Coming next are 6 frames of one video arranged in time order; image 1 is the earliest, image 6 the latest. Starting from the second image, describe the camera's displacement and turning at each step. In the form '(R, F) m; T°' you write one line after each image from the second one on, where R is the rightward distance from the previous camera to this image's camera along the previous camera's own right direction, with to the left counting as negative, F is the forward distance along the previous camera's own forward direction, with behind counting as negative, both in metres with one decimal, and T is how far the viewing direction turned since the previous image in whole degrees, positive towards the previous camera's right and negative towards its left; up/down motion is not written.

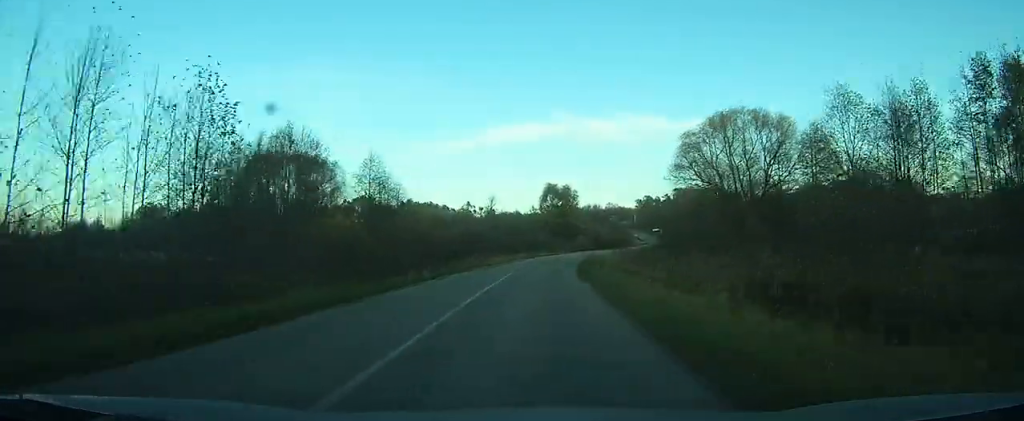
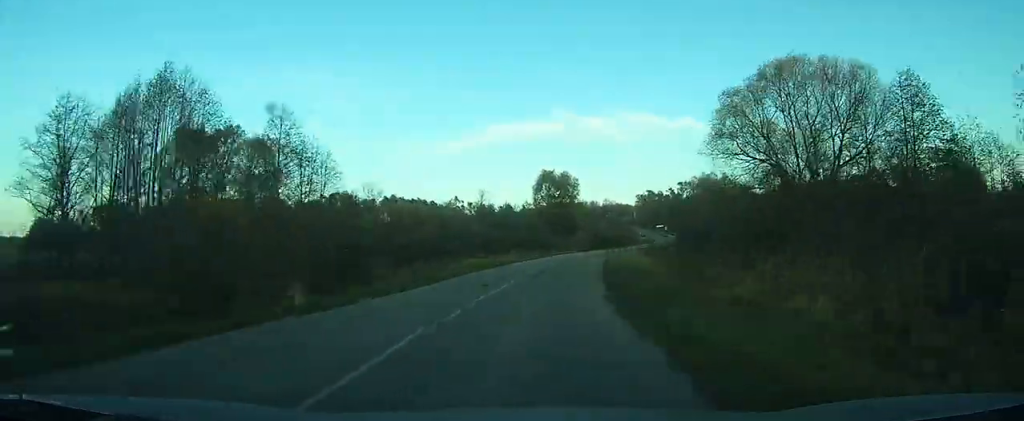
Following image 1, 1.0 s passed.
(0.0, +20.1) m; +2°
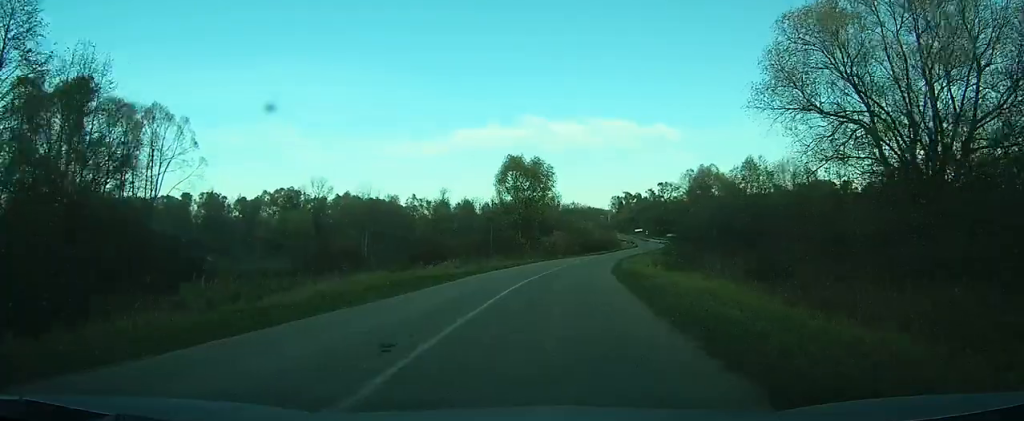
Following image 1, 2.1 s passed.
(+0.5, +21.9) m; +4°
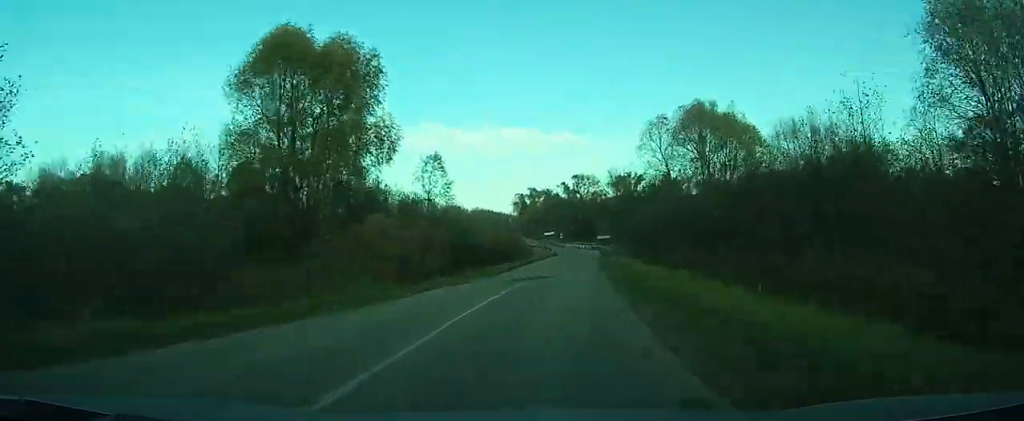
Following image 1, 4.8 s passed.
(+3.7, +50.3) m; +8°
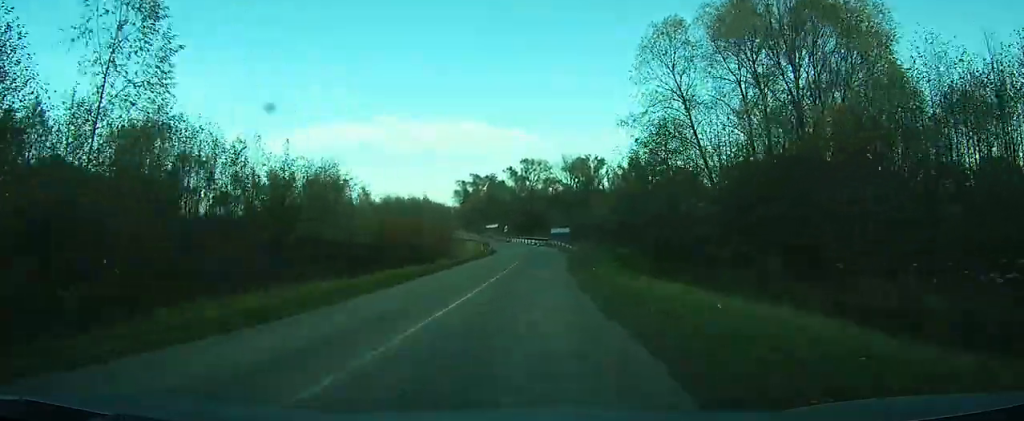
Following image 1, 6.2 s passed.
(+0.9, +28.0) m; -2°
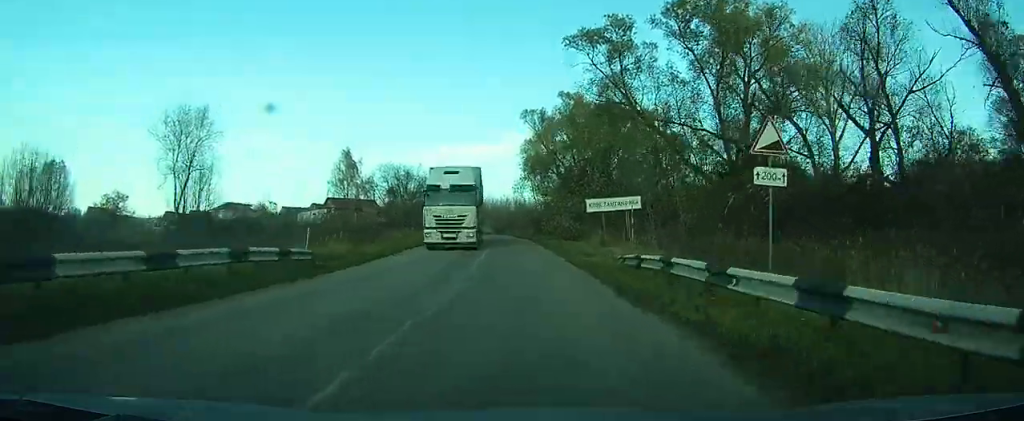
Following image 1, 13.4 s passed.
(+1.3, +117.2) m; -2°
